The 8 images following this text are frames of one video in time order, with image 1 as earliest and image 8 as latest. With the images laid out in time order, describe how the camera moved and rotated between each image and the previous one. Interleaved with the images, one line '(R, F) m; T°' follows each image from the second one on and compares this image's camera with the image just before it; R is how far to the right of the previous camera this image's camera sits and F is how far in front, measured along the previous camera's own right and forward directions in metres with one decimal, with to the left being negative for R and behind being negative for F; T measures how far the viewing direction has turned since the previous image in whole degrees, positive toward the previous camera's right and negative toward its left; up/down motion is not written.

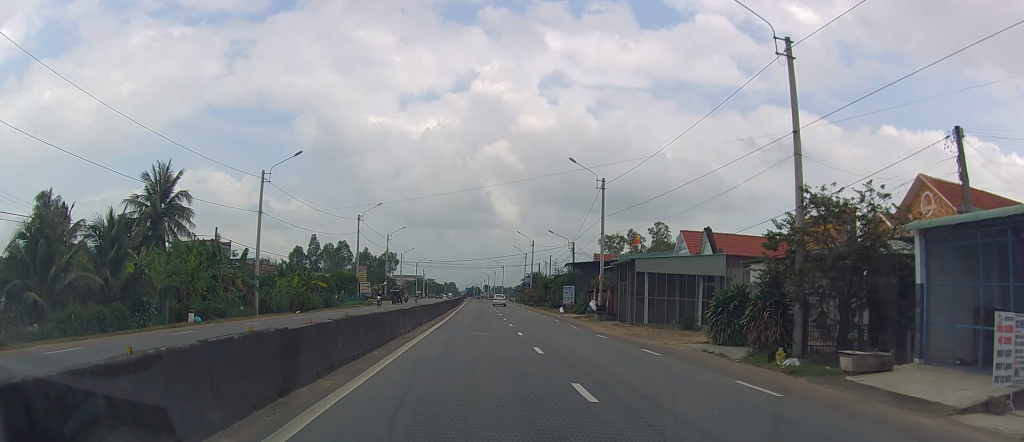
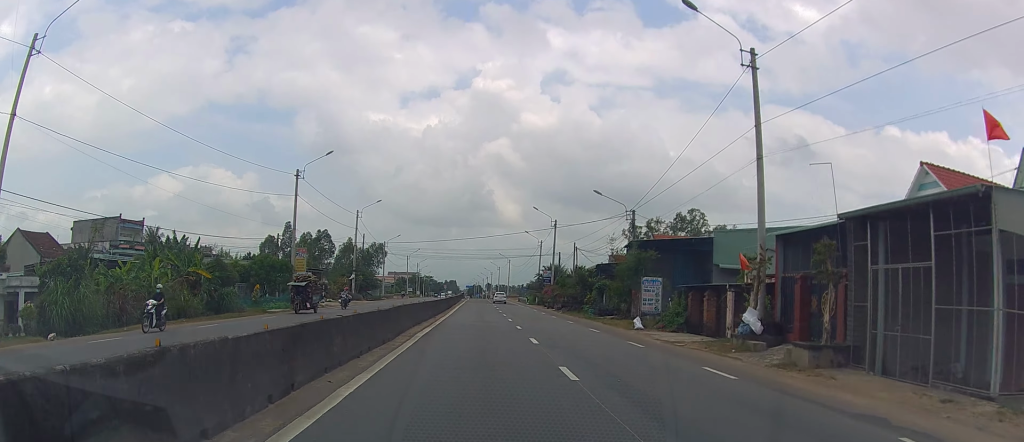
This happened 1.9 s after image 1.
(-1.0, +28.1) m; -2°
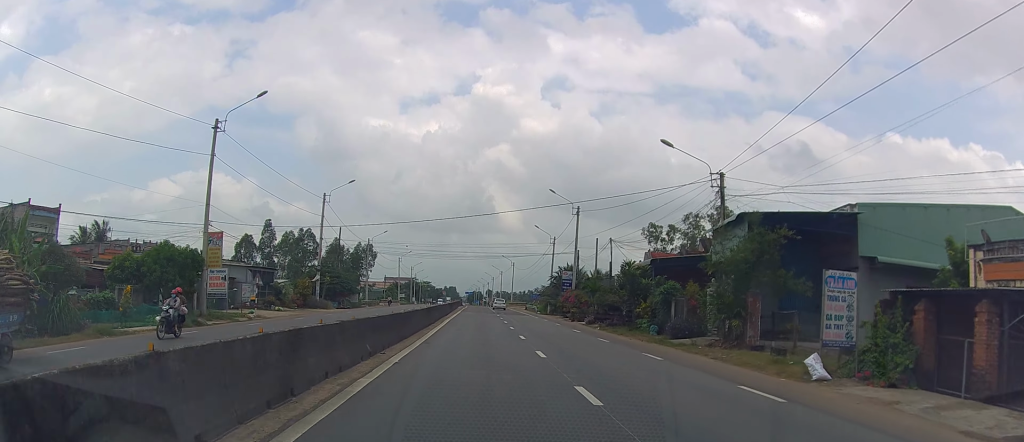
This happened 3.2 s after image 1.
(0.0, +18.5) m; 0°
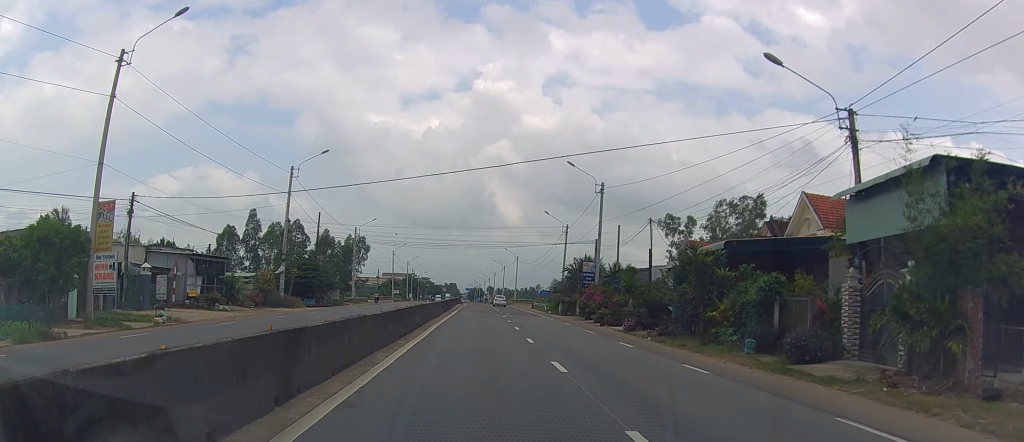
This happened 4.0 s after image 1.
(0.0, +12.3) m; 0°
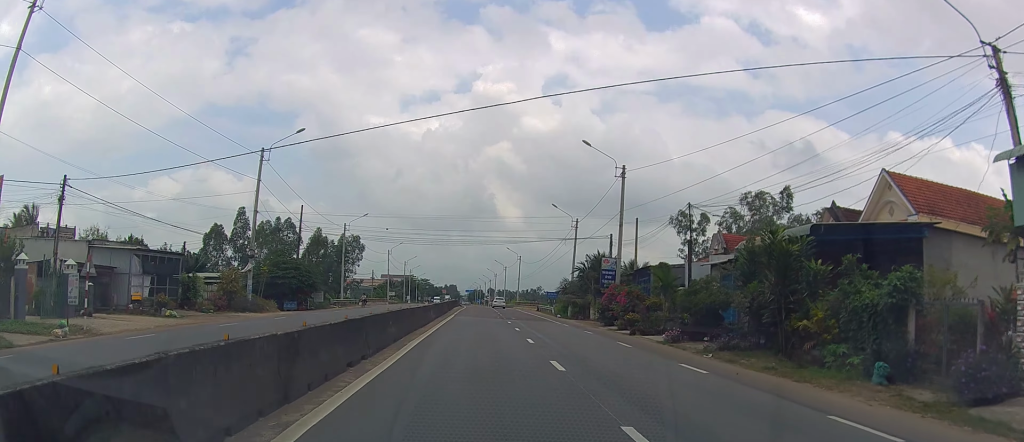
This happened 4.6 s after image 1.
(0.0, +7.8) m; 0°
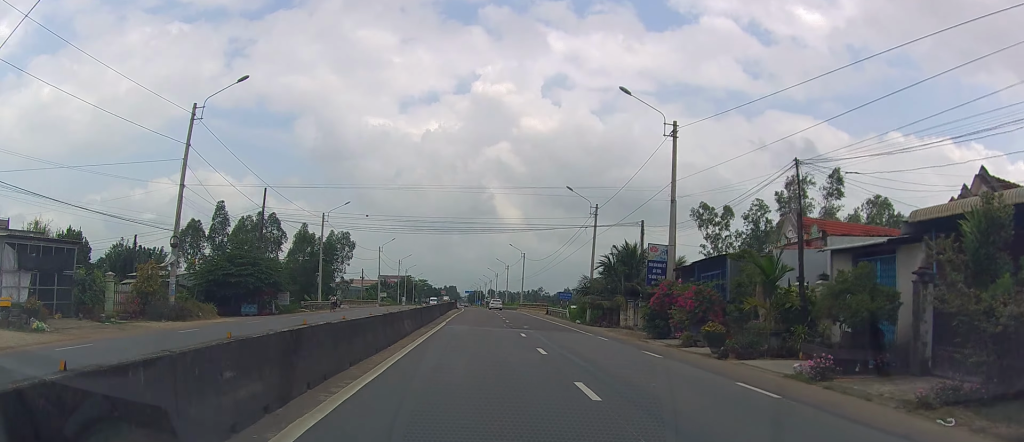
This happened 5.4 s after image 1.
(0.0, +12.2) m; 0°
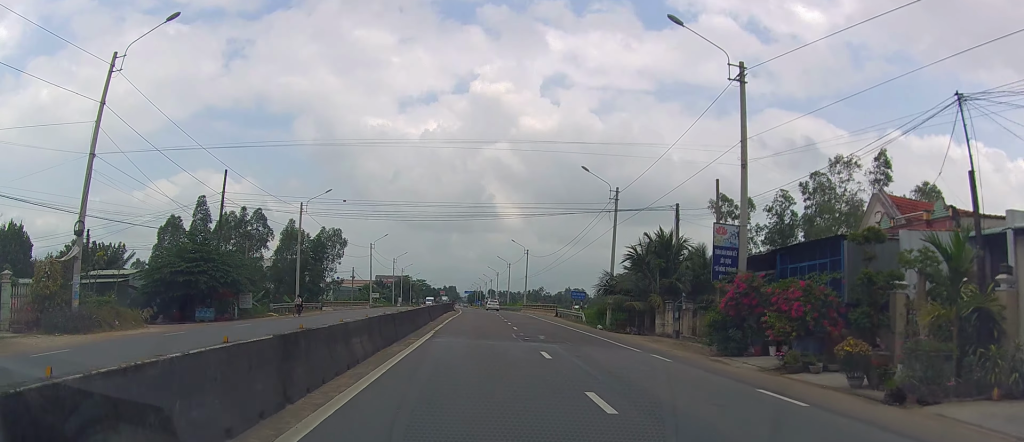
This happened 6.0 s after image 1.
(0.0, +9.2) m; 0°
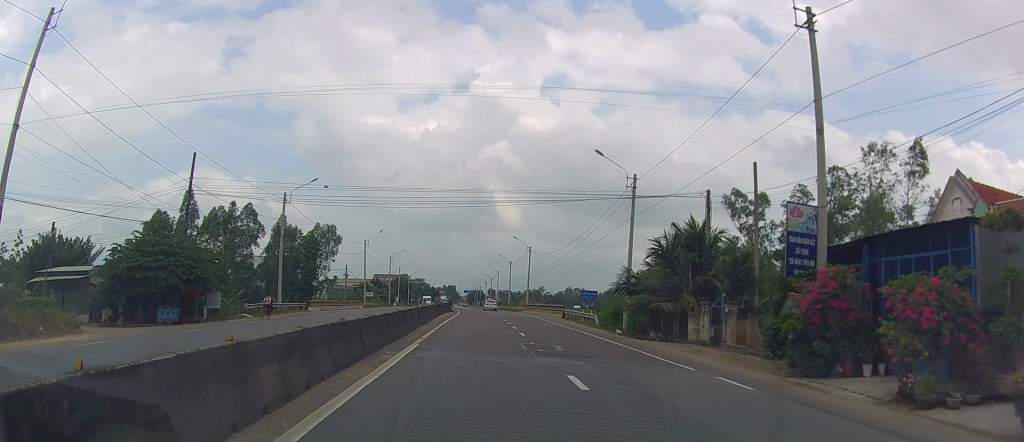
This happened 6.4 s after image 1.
(0.0, +5.8) m; 0°
